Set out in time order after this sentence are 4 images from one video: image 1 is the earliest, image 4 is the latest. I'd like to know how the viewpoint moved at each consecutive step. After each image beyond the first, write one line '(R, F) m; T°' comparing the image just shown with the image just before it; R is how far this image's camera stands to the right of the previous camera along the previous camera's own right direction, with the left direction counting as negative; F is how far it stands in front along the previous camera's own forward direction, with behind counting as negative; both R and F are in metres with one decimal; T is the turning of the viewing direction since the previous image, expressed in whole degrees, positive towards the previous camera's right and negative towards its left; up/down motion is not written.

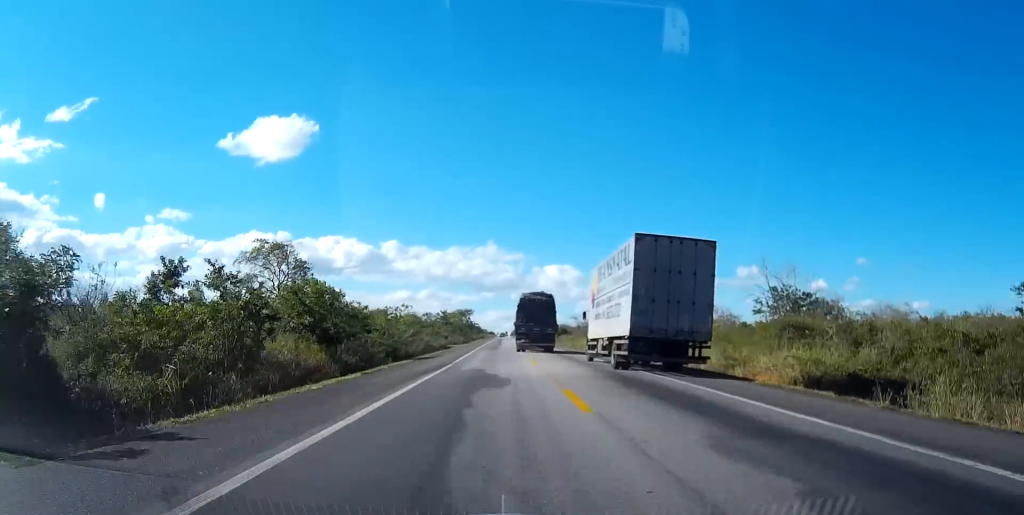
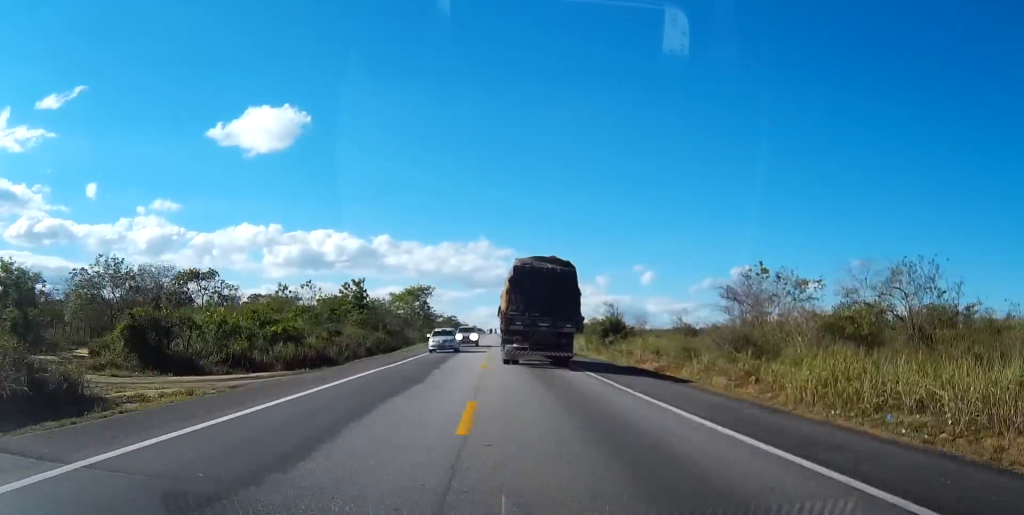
(+1.0, +98.1) m; +1°
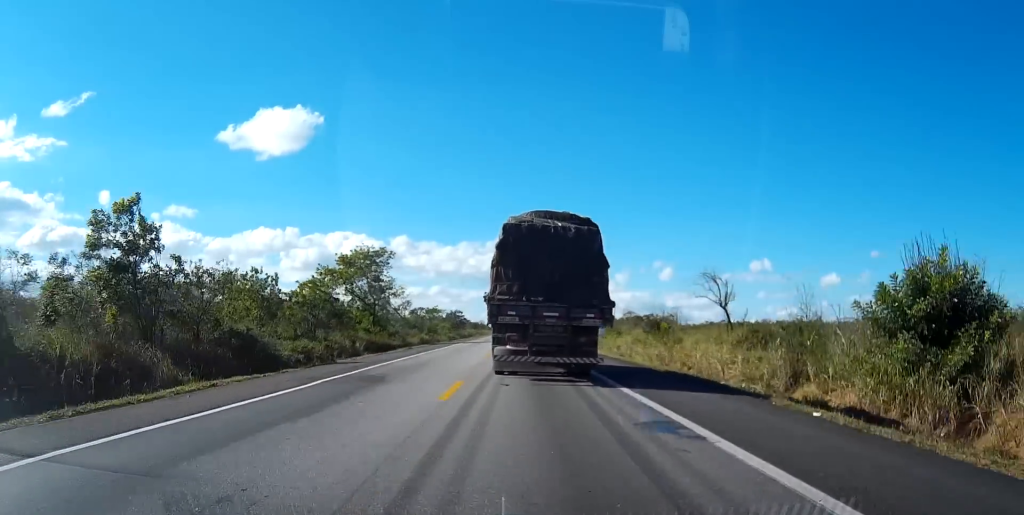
(+0.1, +59.1) m; 0°
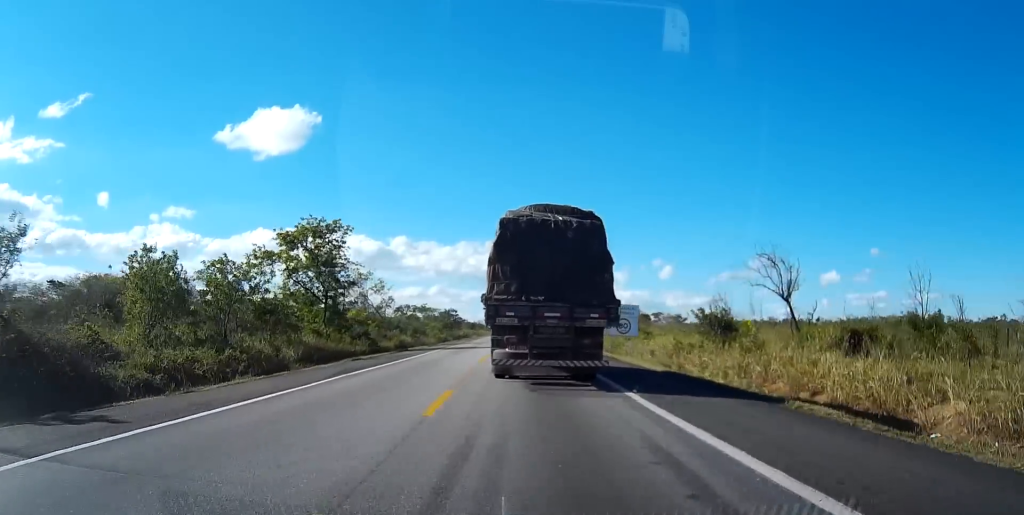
(0.0, +18.2) m; 0°
